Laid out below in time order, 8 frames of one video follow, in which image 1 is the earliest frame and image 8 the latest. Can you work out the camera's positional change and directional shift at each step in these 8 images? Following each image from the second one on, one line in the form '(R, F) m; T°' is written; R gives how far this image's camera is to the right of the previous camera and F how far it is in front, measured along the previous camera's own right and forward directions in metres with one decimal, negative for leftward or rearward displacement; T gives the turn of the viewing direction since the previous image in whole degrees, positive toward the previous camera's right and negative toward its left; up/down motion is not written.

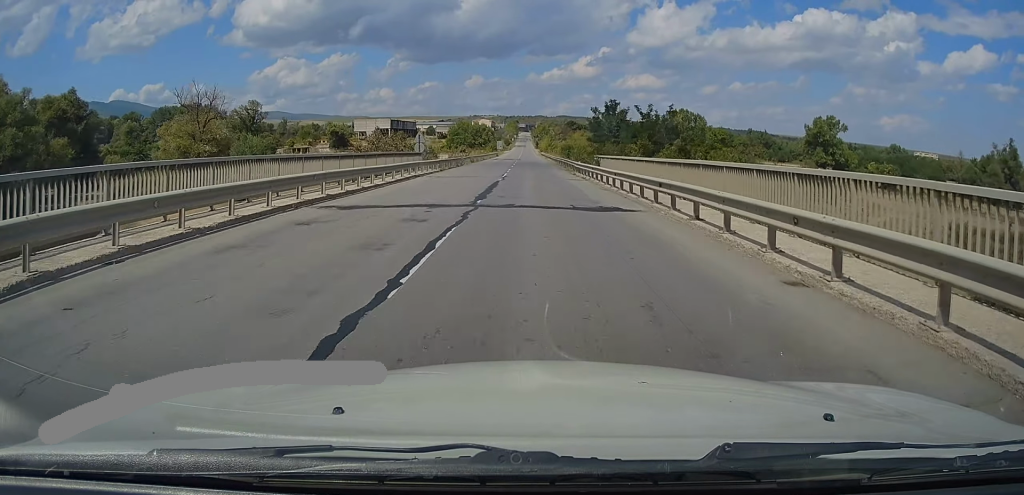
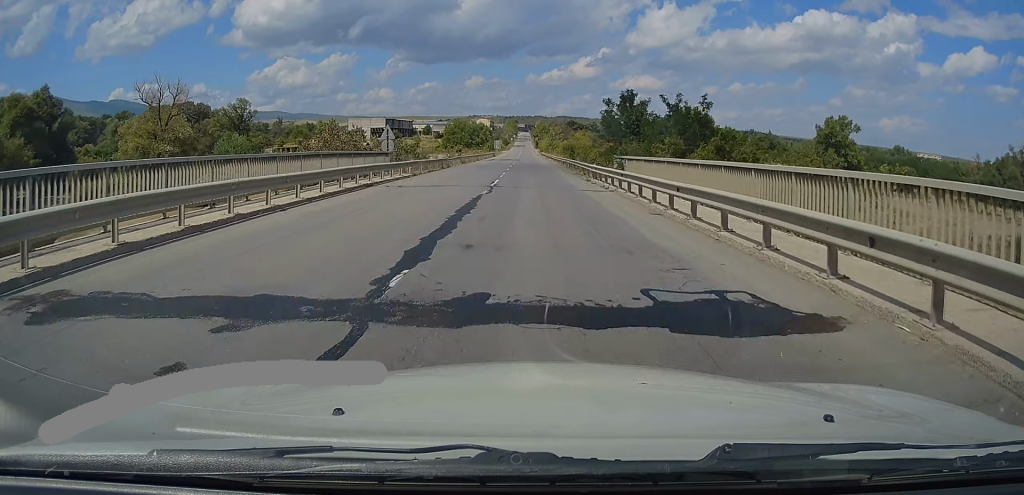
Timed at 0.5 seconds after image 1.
(-0.2, +9.9) m; 0°
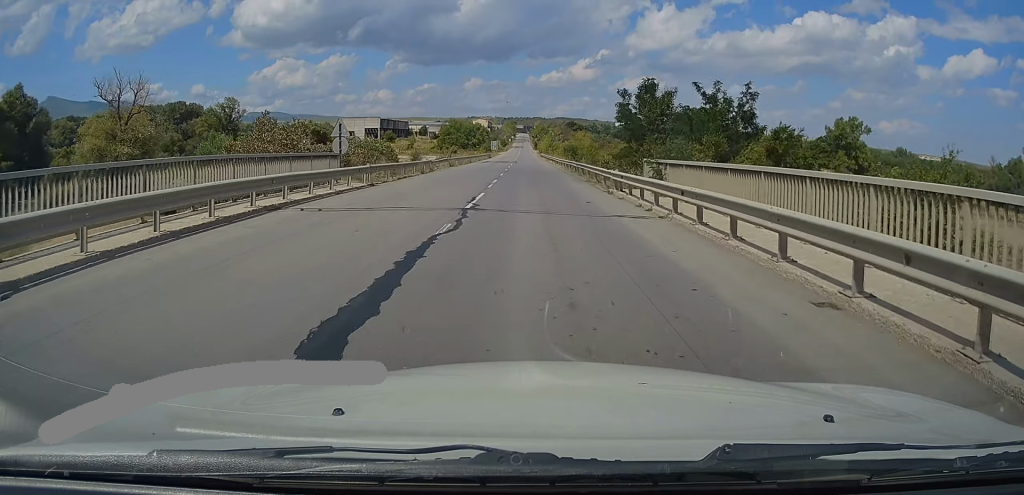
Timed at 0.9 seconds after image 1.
(-0.1, +8.6) m; 0°
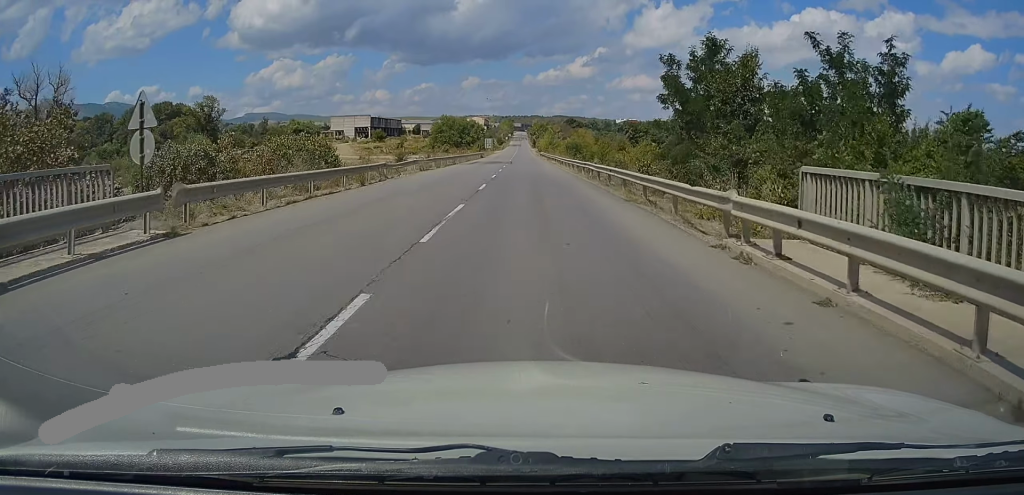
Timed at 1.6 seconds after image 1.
(+0.4, +14.0) m; 0°
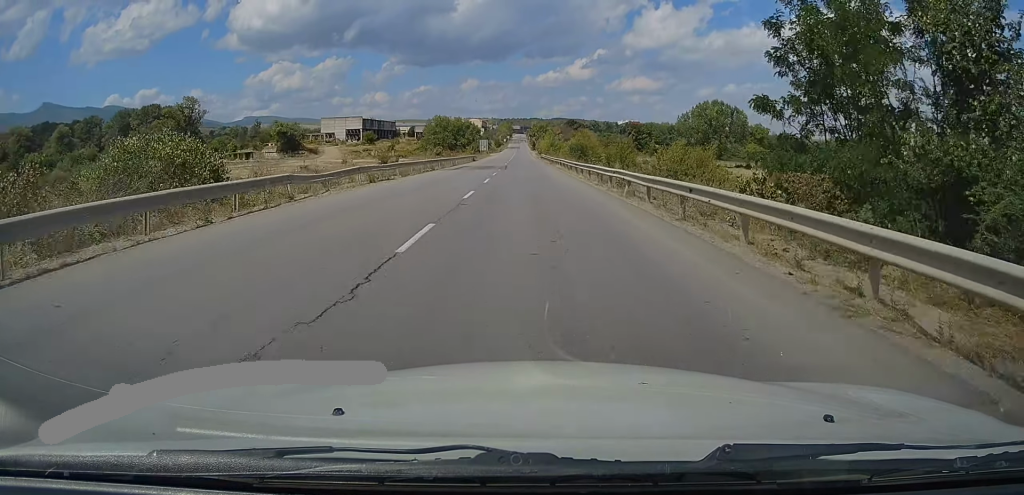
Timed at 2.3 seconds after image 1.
(0.0, +12.7) m; 0°
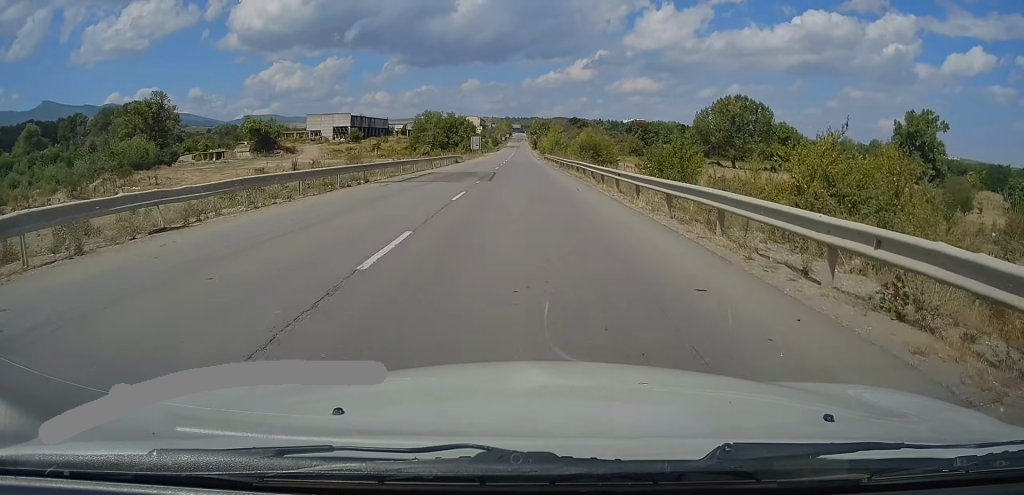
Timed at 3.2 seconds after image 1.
(-0.2, +18.8) m; -1°
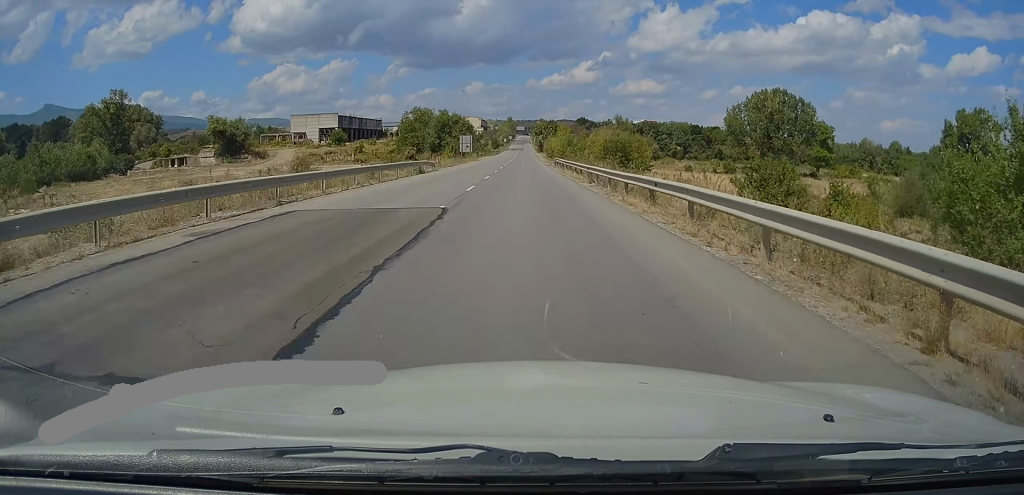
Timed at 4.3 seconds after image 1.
(+0.1, +21.7) m; +1°
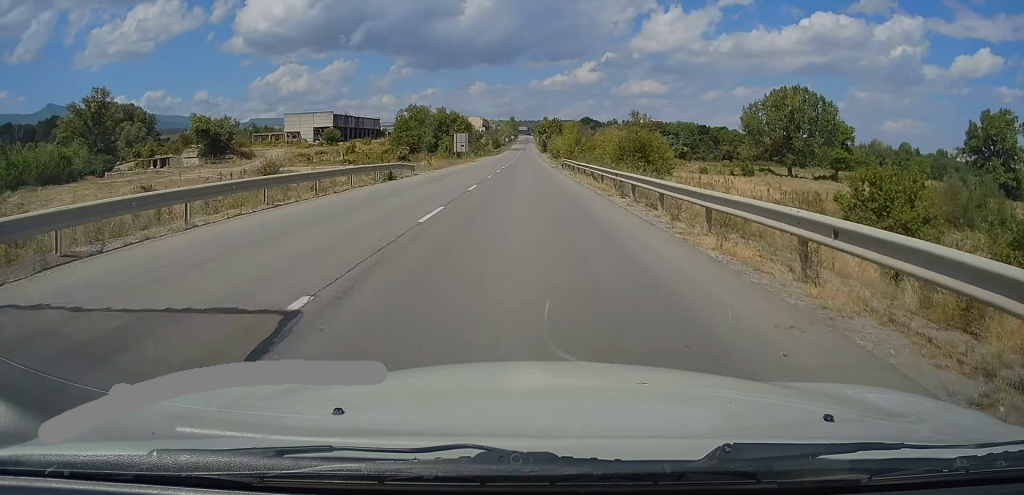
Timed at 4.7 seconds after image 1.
(+0.1, +8.8) m; 0°
